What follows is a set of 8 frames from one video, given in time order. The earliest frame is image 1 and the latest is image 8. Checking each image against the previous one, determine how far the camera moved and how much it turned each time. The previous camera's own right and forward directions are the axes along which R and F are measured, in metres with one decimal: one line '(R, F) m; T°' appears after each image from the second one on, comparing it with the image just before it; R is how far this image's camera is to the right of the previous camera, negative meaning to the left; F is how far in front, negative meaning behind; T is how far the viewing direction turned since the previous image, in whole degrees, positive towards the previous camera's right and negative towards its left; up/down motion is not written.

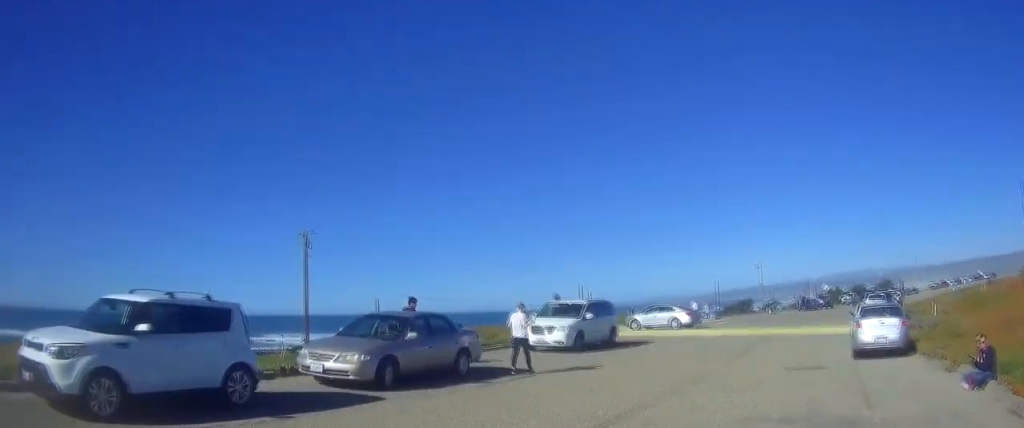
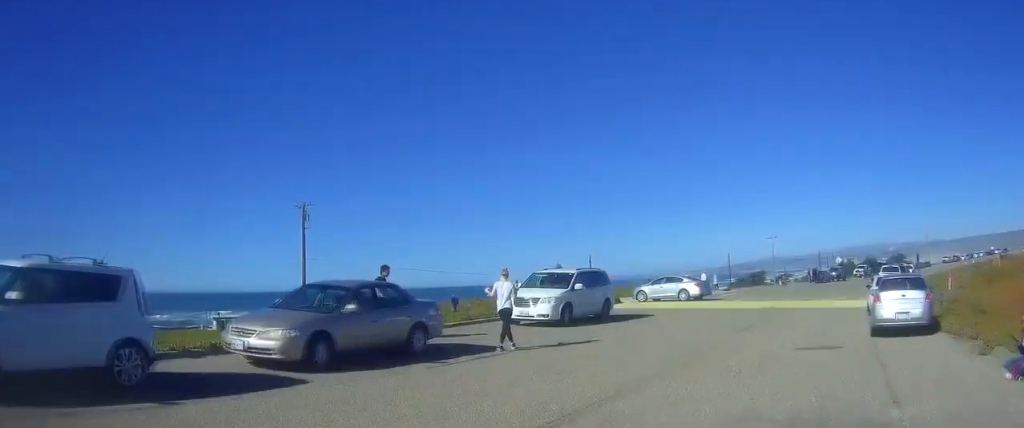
(0.0, +2.1) m; +2°
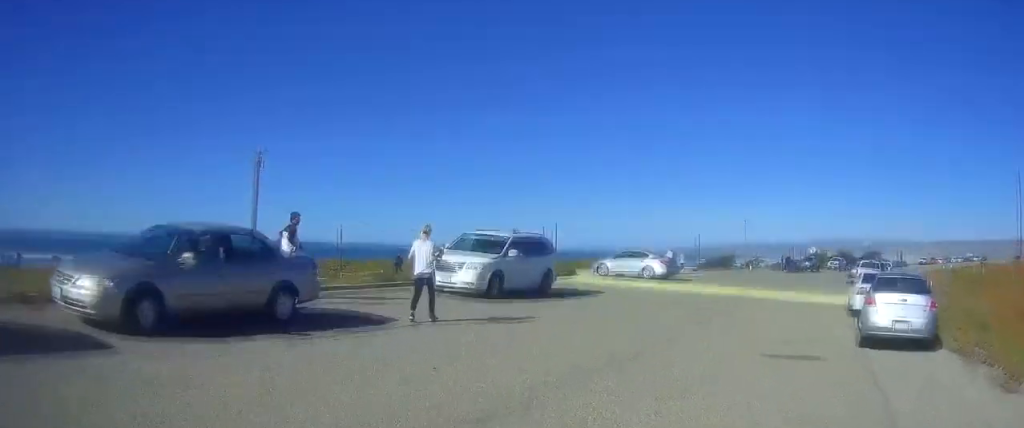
(0.0, +3.2) m; +2°
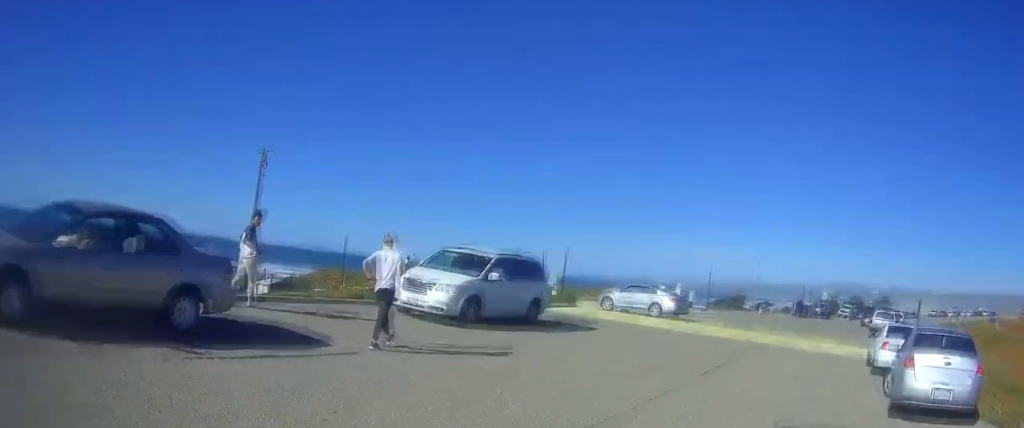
(+0.1, +2.7) m; 0°
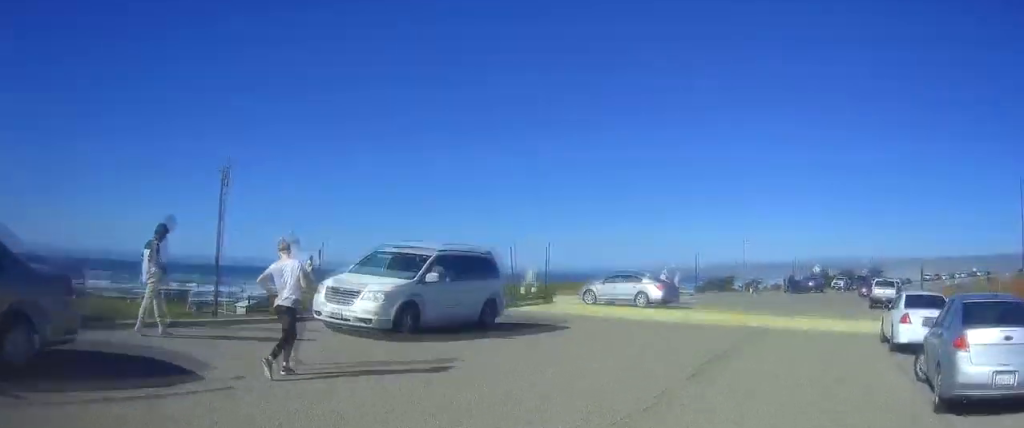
(0.0, +2.9) m; +1°
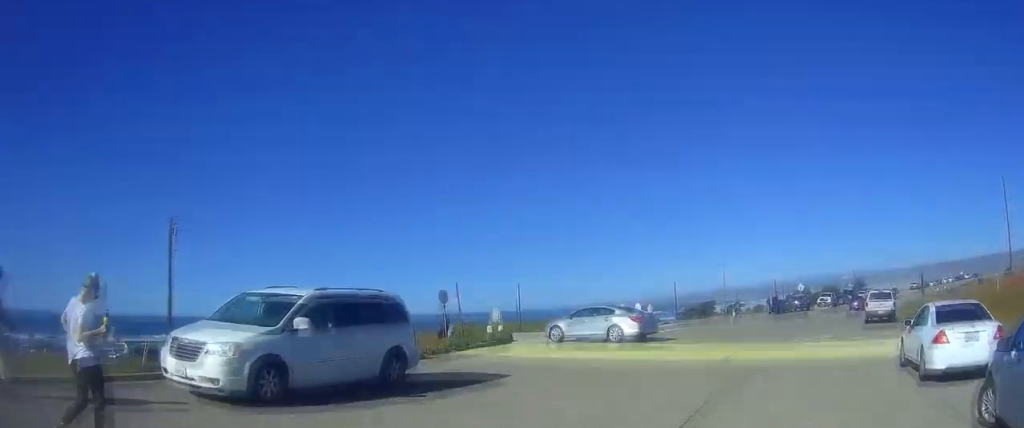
(-0.1, +3.9) m; +2°
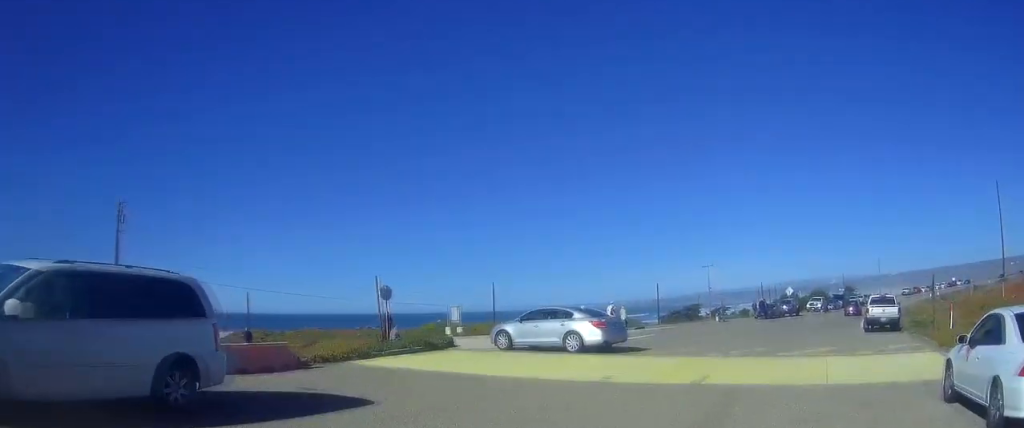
(+0.2, +4.9) m; +4°
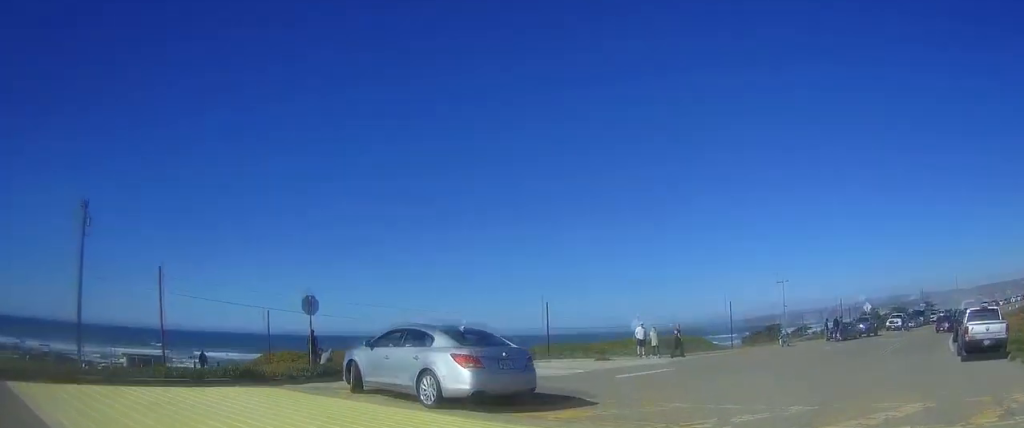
(+0.9, +10.0) m; +11°
